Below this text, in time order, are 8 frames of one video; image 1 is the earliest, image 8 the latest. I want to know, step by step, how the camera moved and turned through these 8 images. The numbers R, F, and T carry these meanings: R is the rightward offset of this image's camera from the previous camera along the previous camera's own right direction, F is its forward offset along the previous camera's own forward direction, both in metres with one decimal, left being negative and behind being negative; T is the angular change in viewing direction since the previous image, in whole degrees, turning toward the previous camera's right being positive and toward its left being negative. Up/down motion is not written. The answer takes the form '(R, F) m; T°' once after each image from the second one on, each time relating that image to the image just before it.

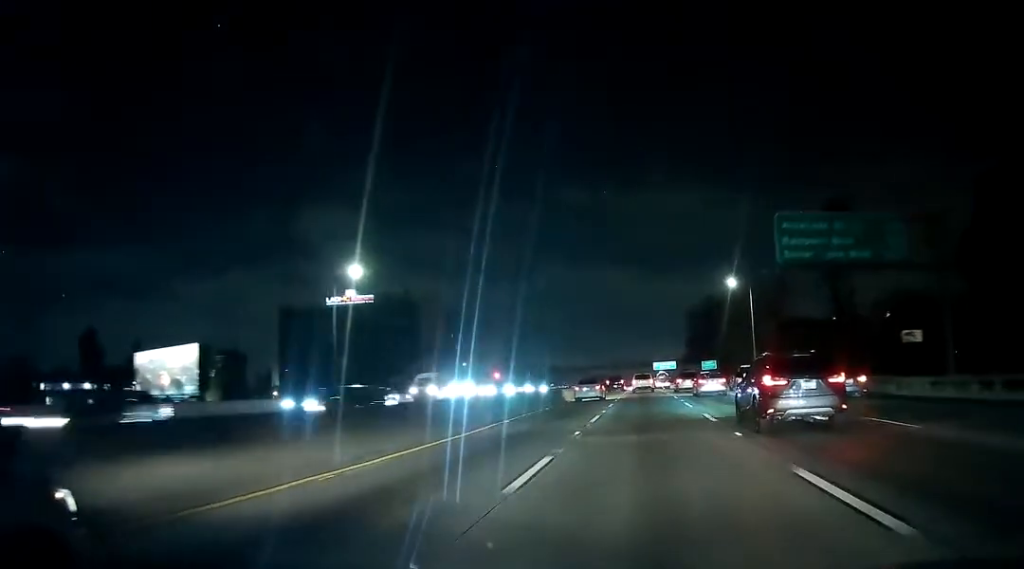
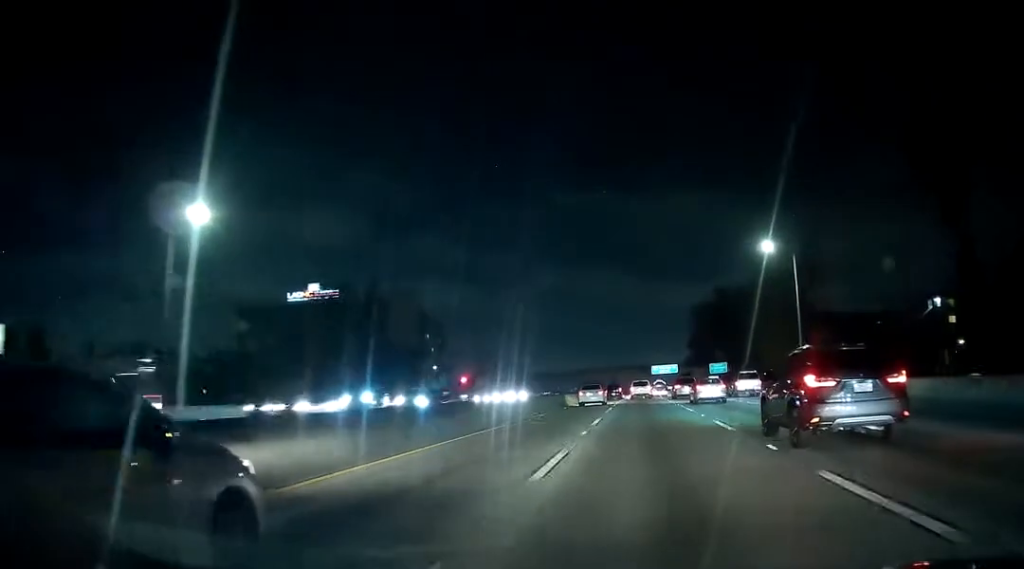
(-0.1, +26.7) m; 0°
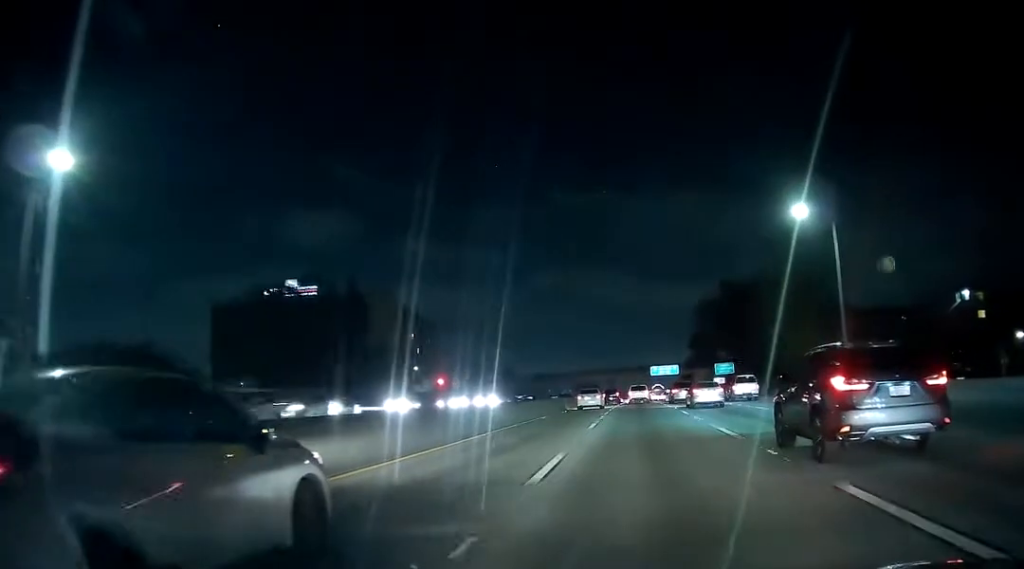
(-0.1, +13.3) m; 0°
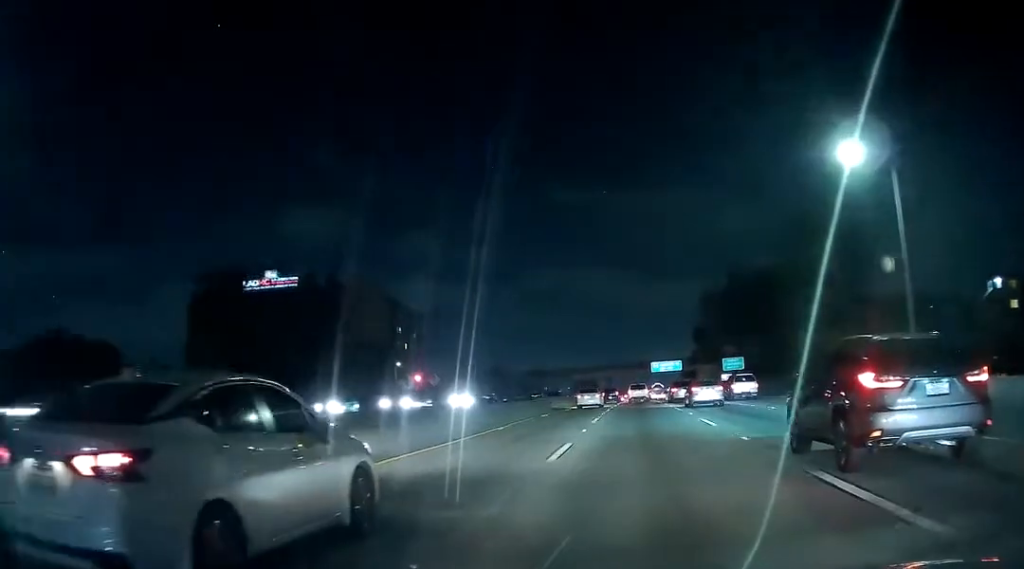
(+0.2, +12.5) m; 0°
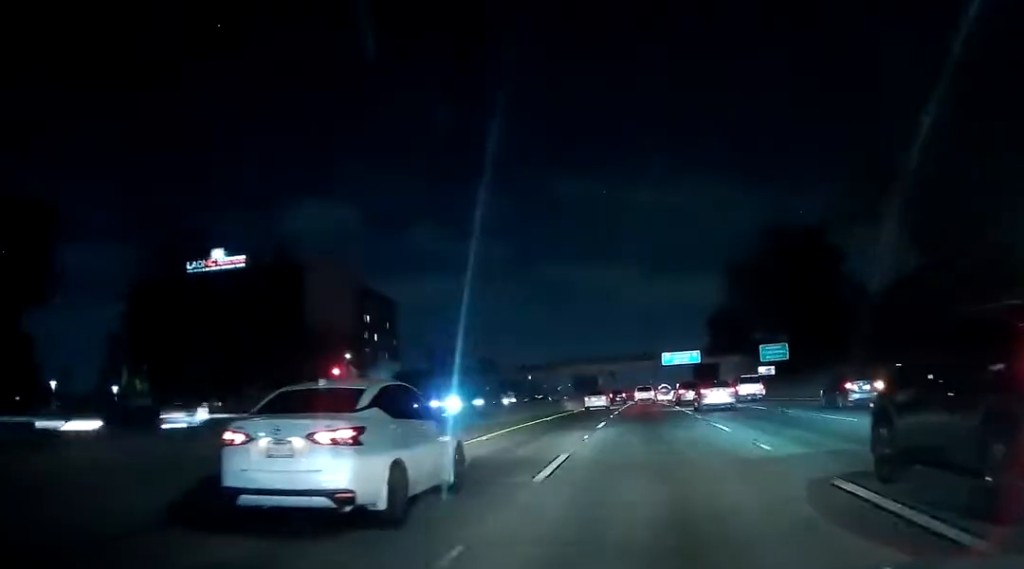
(-0.1, +30.6) m; 0°
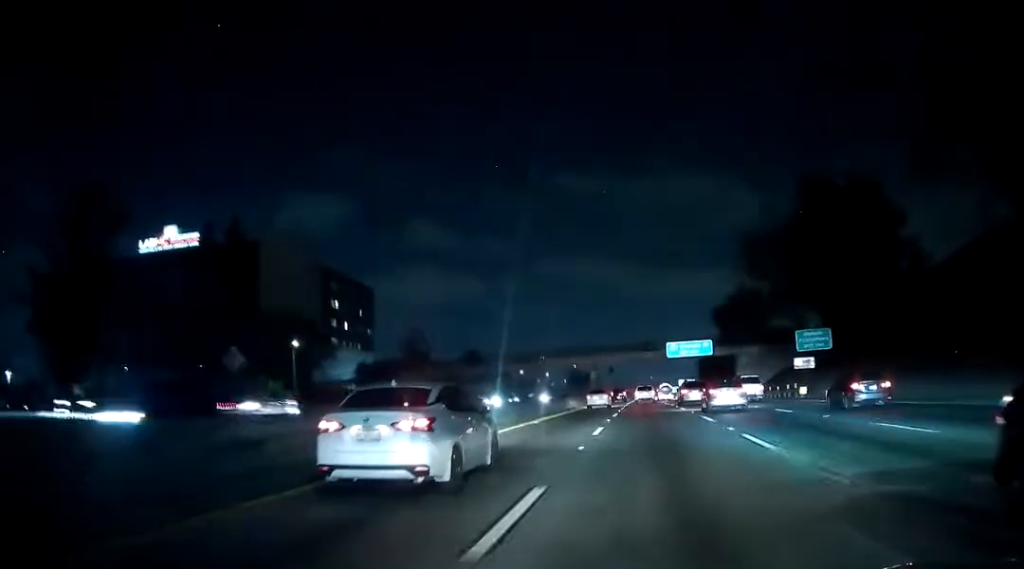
(0.0, +20.4) m; 0°
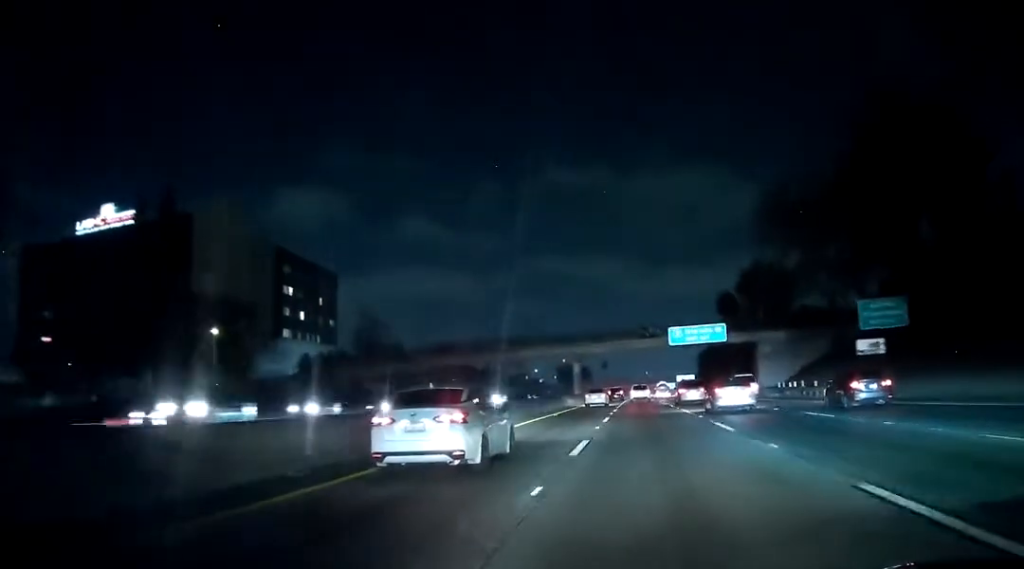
(0.0, +21.2) m; 0°
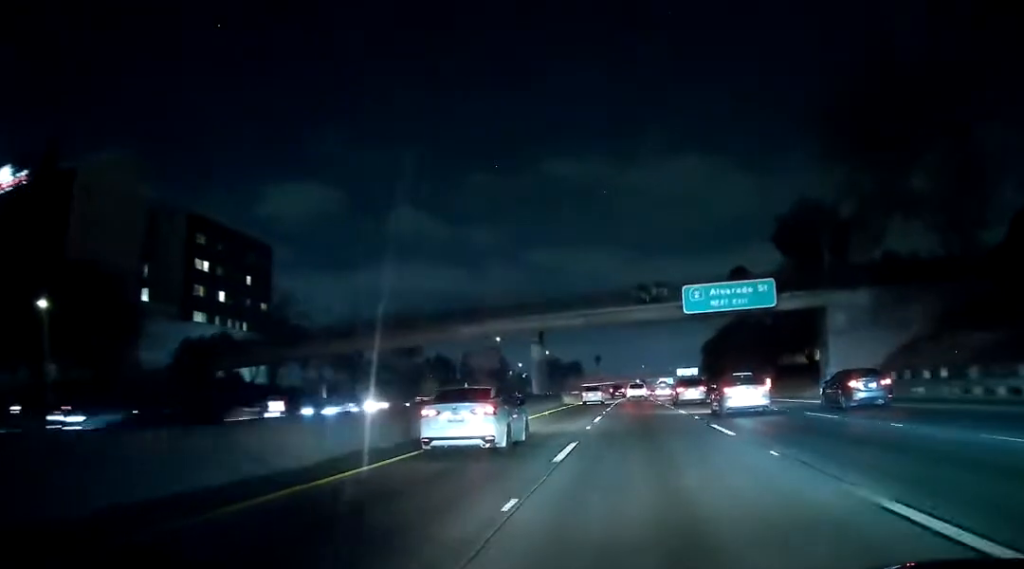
(+0.3, +30.2) m; +1°
